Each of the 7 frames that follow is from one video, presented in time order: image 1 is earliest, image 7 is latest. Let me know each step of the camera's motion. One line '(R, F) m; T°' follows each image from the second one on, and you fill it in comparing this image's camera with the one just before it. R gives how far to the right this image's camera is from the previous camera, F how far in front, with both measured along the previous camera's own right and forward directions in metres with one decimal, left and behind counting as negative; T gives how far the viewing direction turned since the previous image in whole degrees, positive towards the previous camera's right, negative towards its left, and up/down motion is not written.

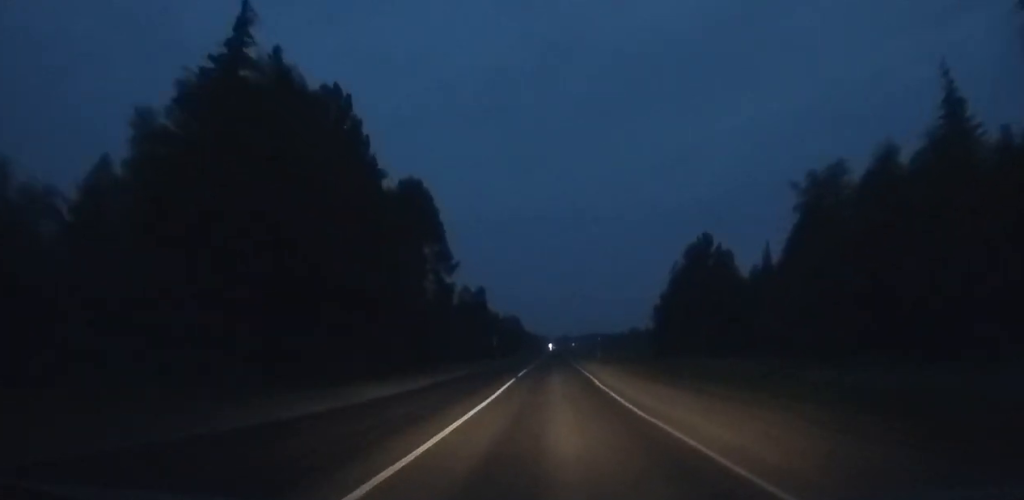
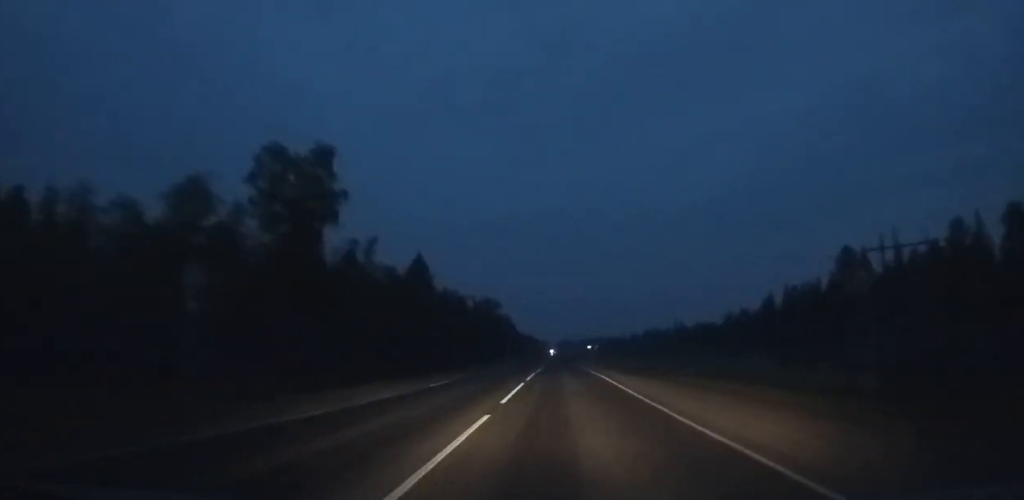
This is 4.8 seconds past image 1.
(+0.2, +77.6) m; 0°
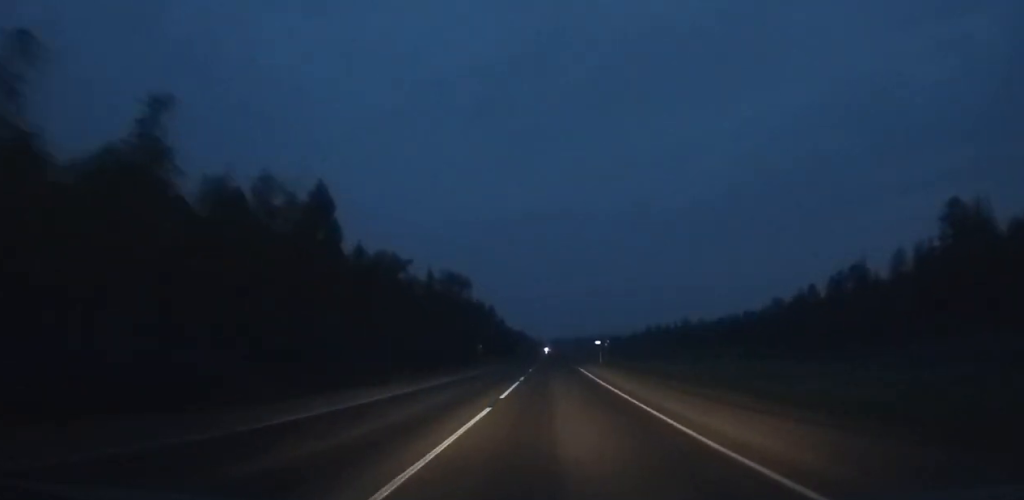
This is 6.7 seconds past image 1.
(0.0, +36.2) m; 0°
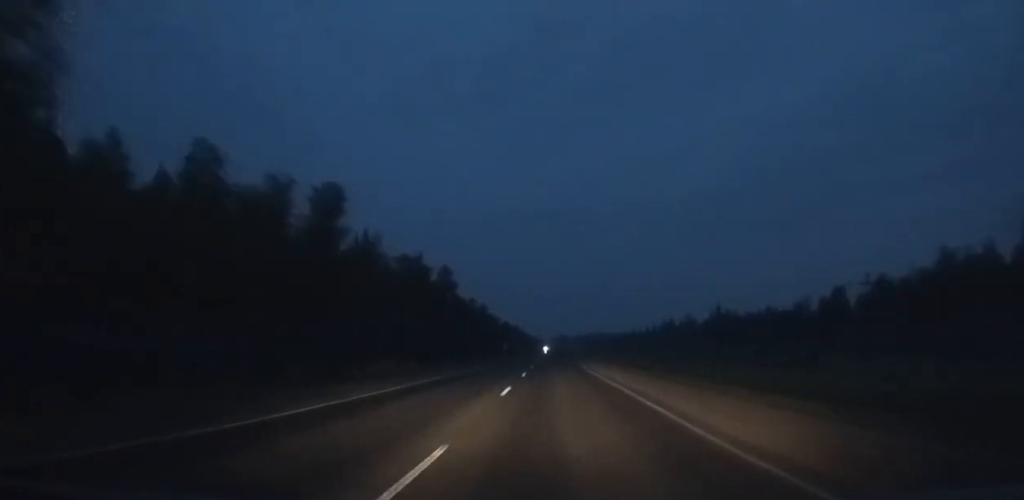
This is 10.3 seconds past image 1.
(0.0, +76.5) m; 0°
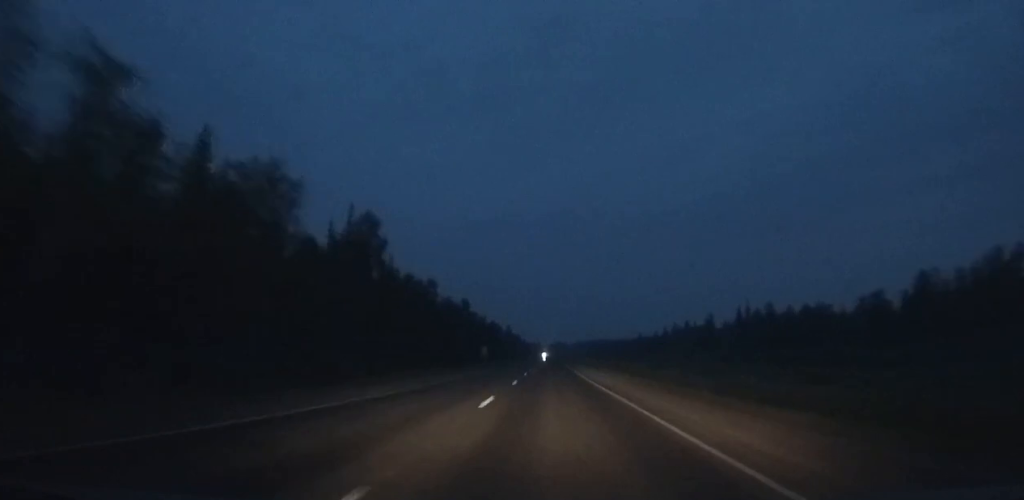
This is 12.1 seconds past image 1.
(+0.1, +40.5) m; 0°
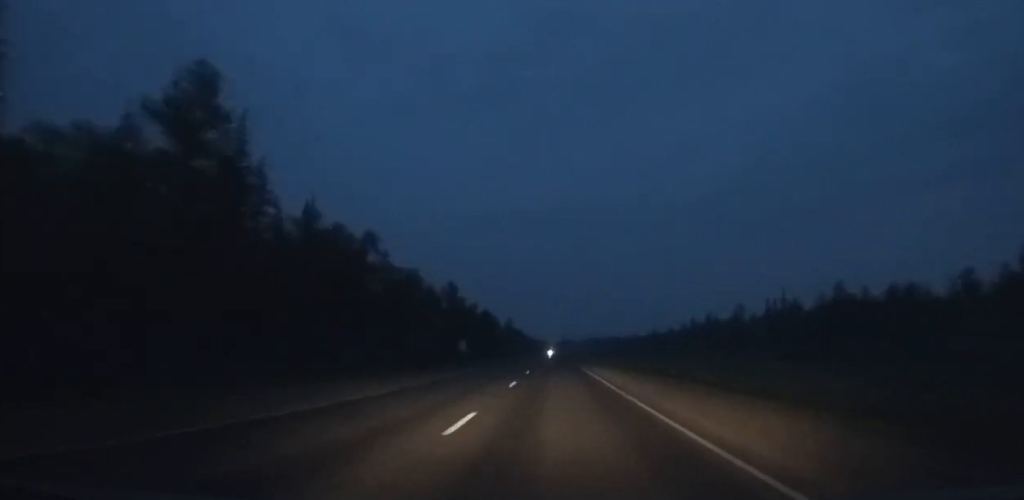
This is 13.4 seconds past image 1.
(-0.1, +30.2) m; 0°
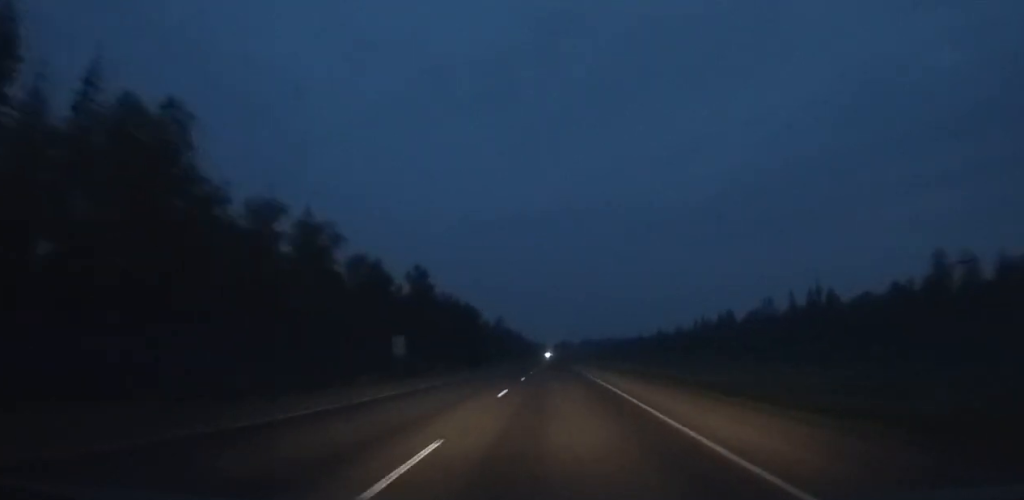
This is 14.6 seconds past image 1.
(-0.1, +27.9) m; 0°
